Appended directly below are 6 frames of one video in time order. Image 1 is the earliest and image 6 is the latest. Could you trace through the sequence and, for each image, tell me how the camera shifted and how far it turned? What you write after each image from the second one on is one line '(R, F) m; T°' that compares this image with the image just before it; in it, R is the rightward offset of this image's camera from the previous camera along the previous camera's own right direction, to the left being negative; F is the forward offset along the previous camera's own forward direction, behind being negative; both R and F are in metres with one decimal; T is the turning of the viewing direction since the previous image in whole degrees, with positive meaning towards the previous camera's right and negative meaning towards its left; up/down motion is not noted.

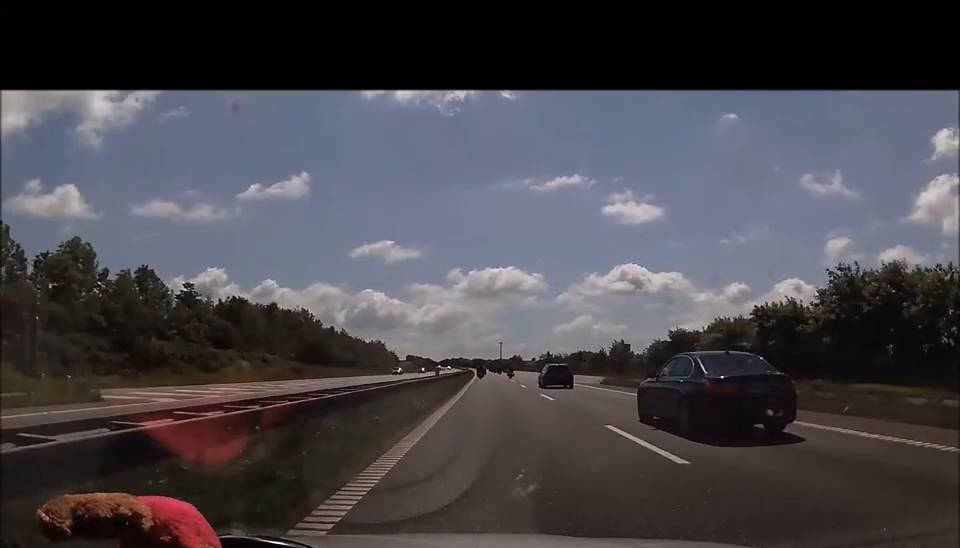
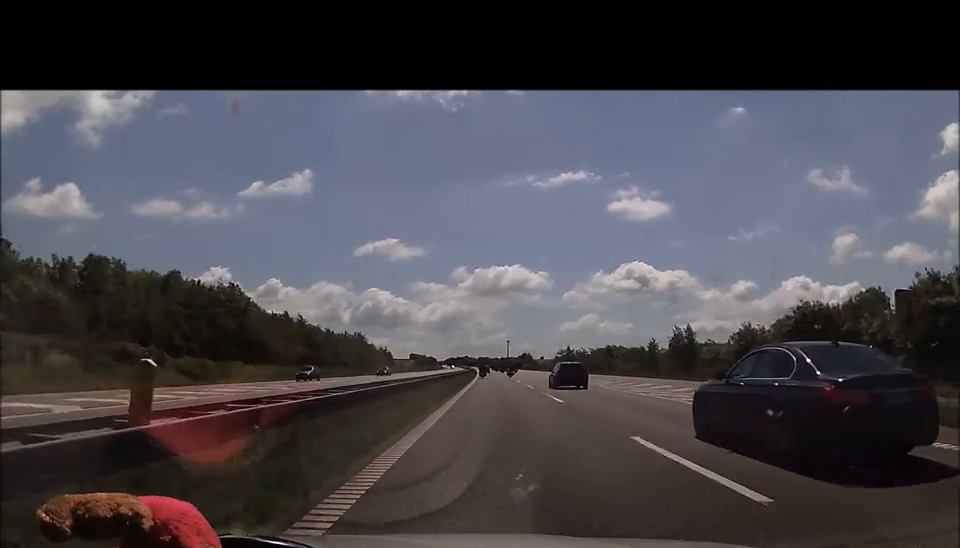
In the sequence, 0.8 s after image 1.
(-0.2, +29.9) m; 0°
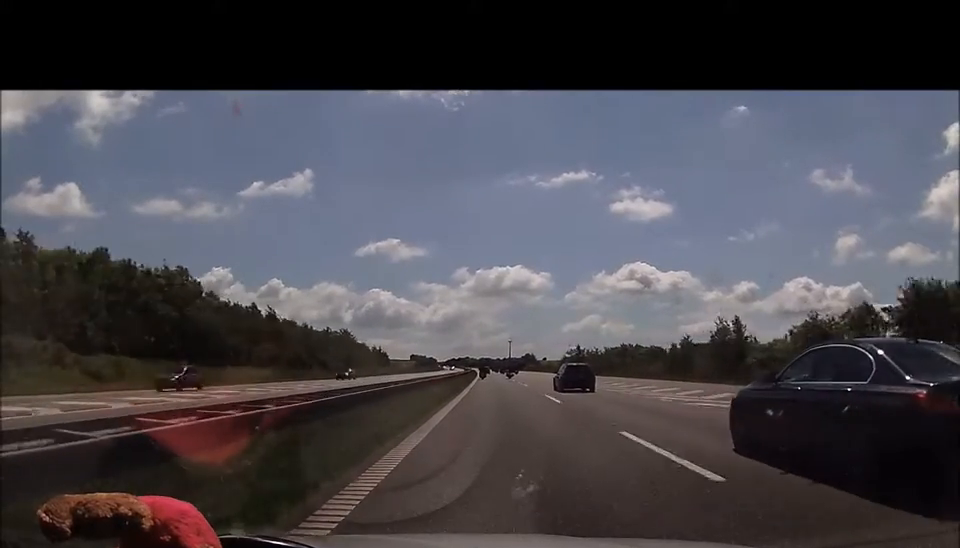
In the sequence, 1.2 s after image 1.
(+0.2, +14.3) m; 0°
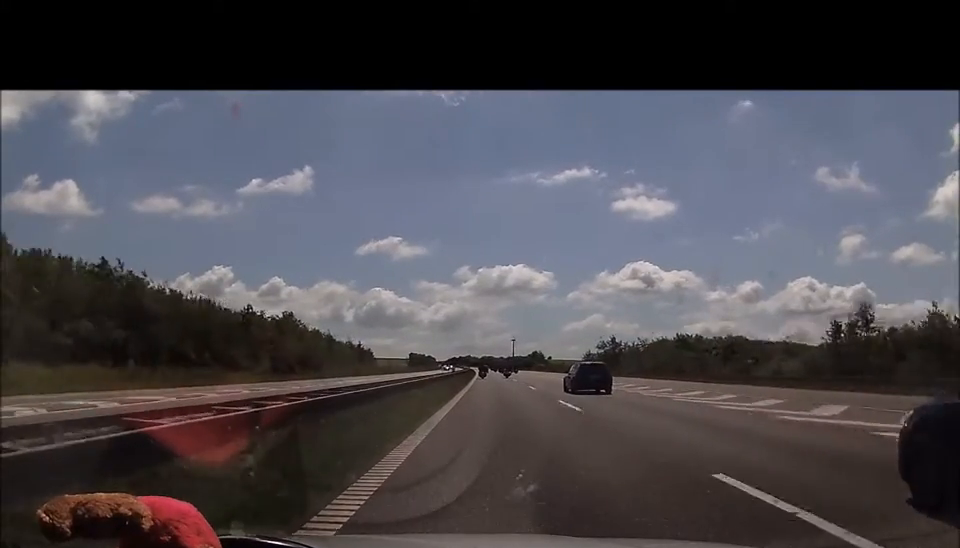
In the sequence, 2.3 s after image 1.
(-0.4, +37.0) m; -1°
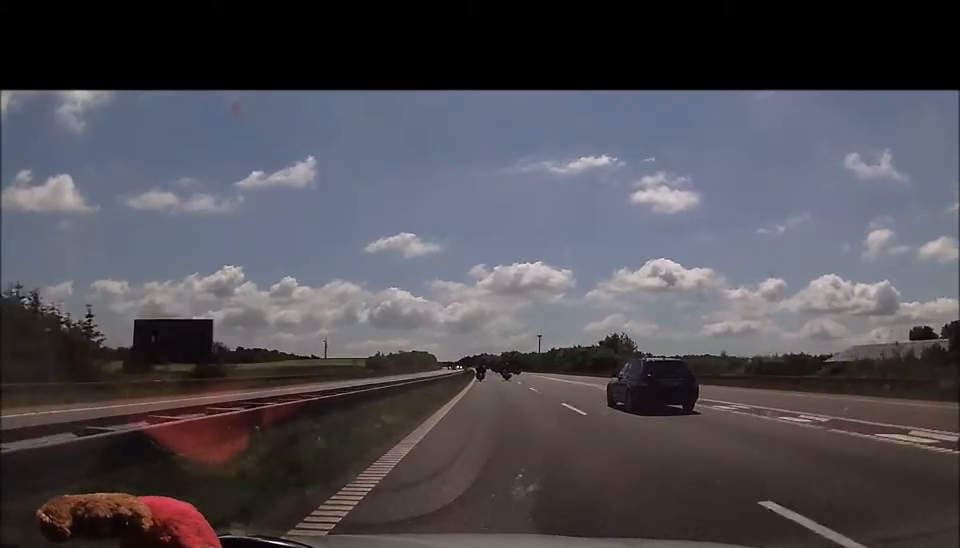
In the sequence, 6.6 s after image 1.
(-2.4, +156.5) m; -2°
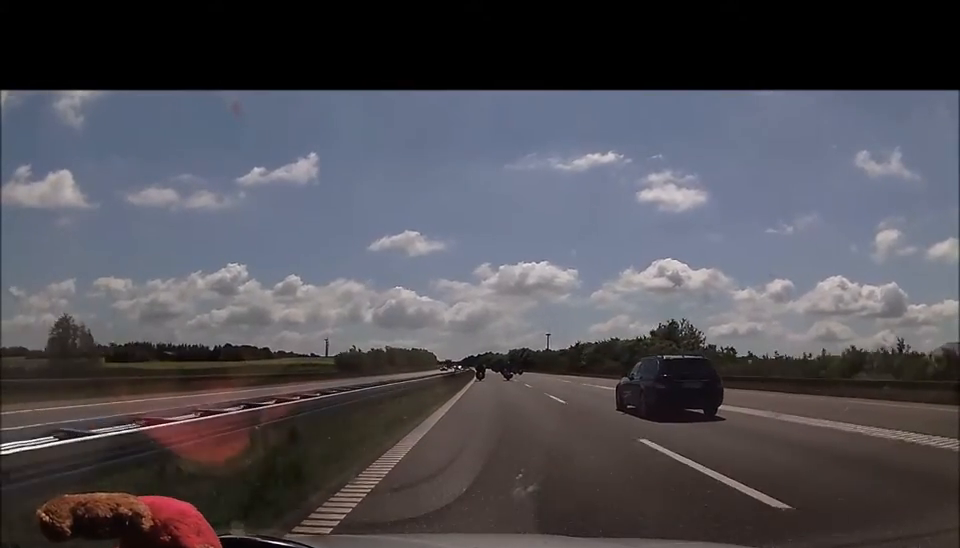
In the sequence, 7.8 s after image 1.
(0.0, +41.8) m; 0°
